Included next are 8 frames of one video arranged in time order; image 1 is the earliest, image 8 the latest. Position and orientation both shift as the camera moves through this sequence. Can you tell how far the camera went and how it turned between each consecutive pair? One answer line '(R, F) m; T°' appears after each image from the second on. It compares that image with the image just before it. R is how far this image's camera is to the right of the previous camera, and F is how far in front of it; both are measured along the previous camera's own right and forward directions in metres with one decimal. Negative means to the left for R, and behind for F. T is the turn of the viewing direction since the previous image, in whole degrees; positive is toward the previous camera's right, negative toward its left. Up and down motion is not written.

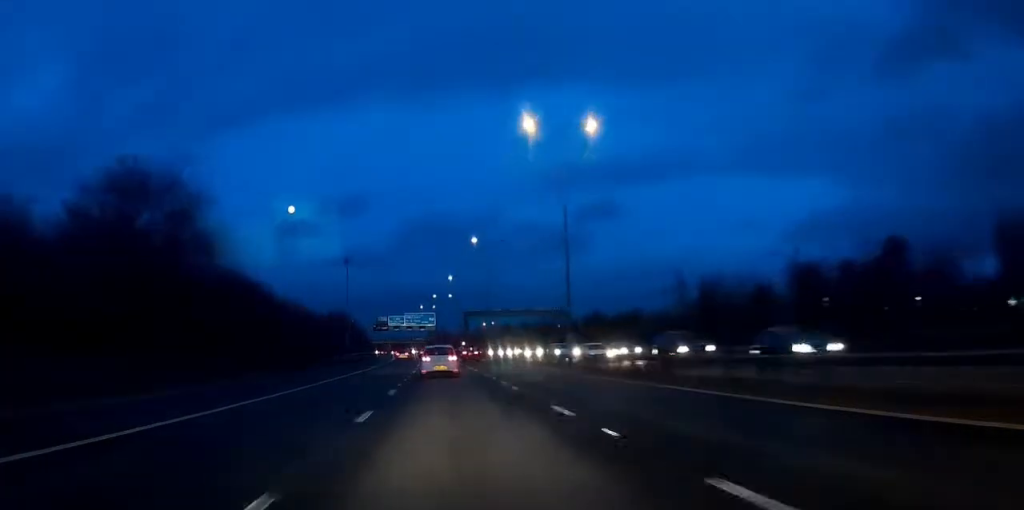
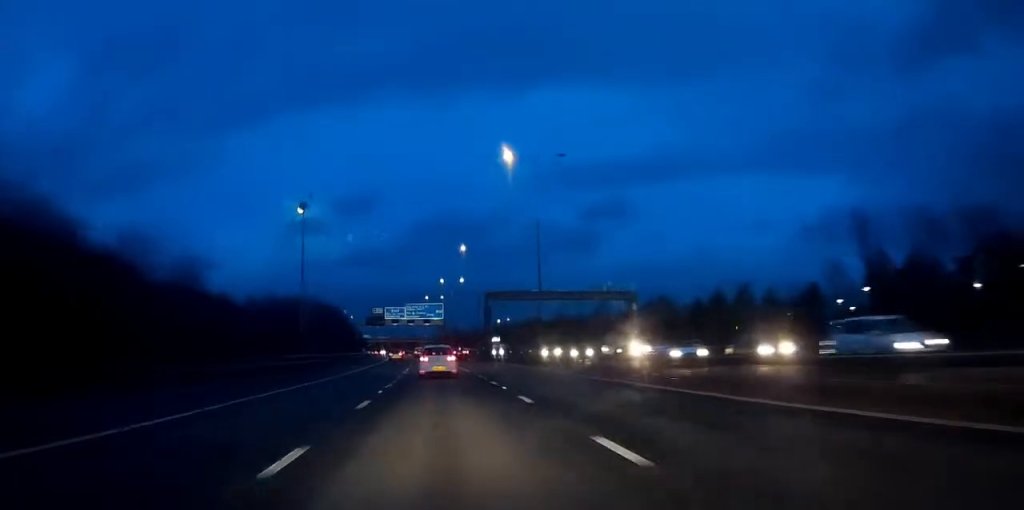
(0.0, +40.6) m; 0°
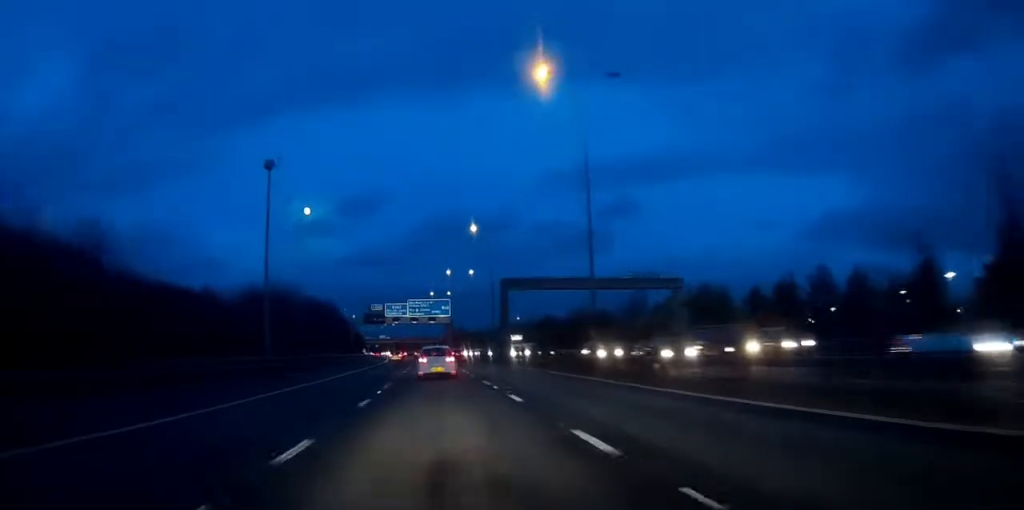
(-0.1, +17.2) m; -1°
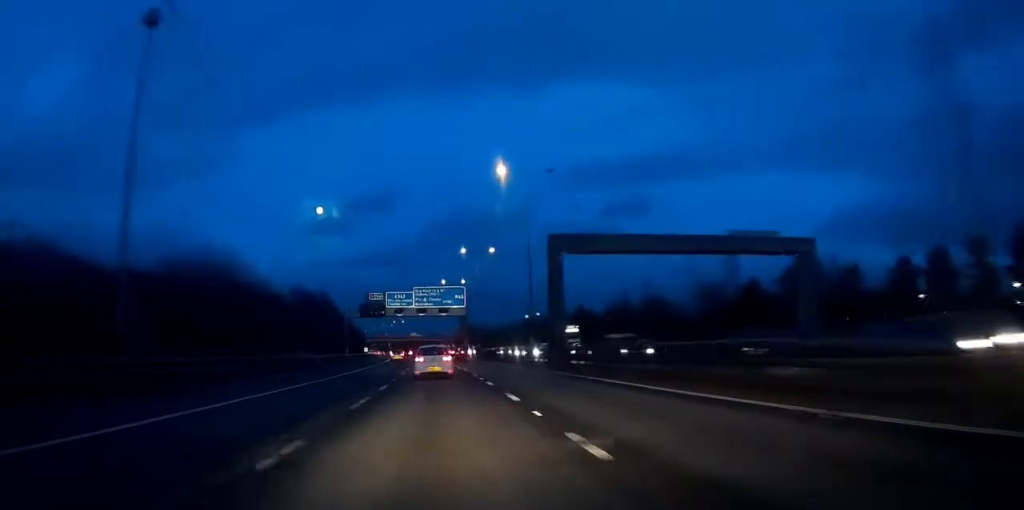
(-0.4, +26.6) m; -1°
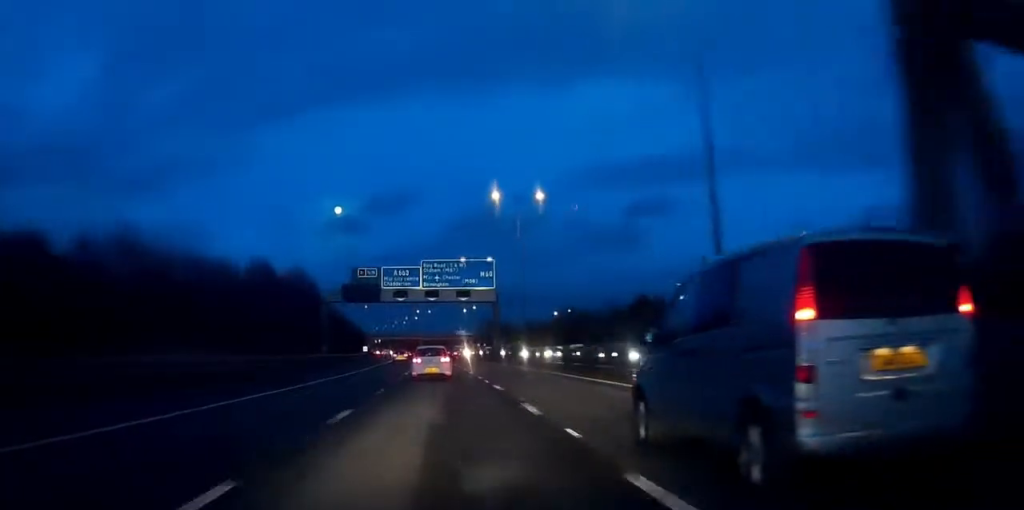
(-0.5, +37.9) m; -2°
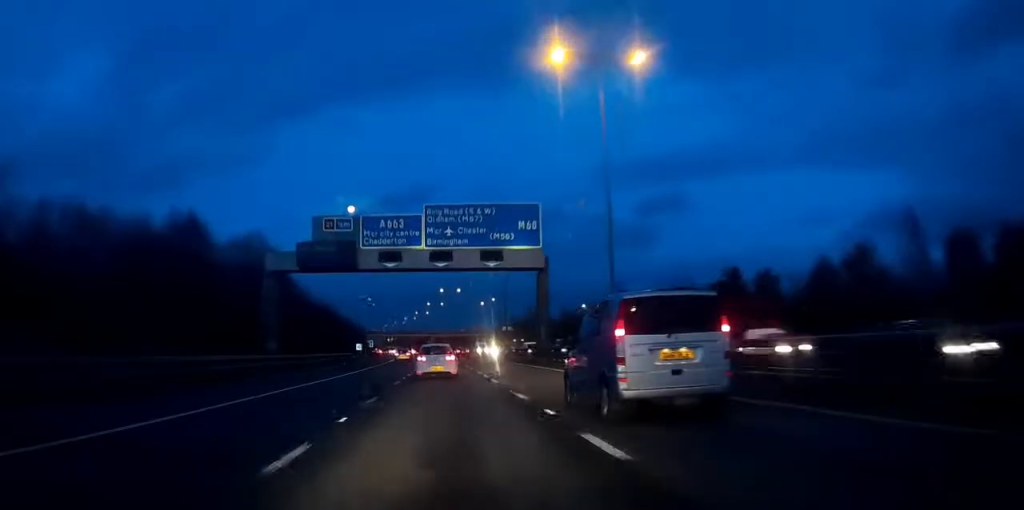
(-0.5, +32.3) m; -1°
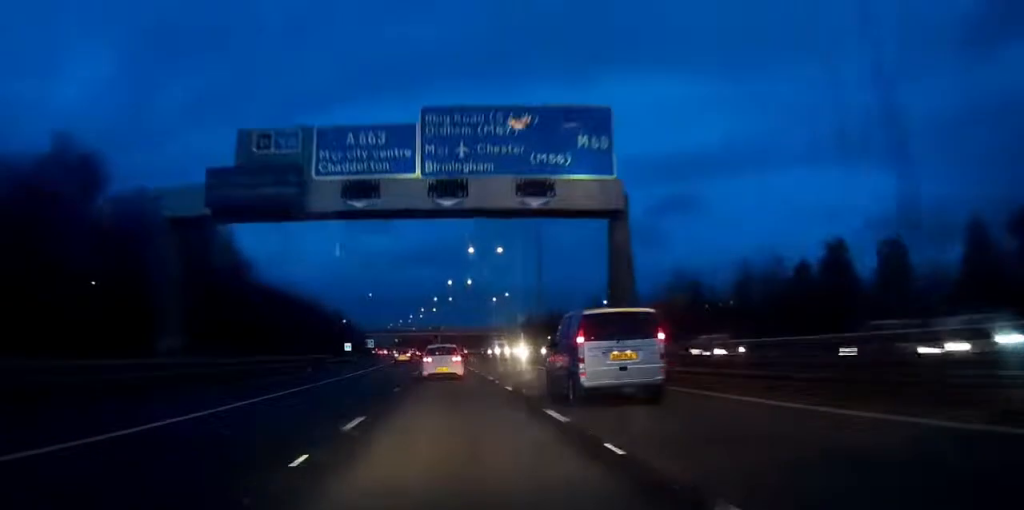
(+0.1, +22.6) m; -1°
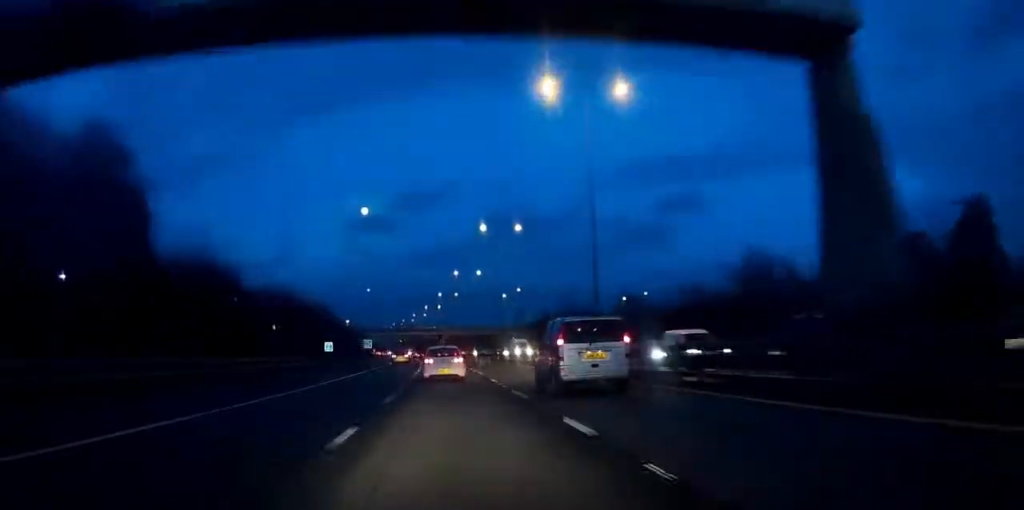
(-0.2, +20.3) m; -1°
